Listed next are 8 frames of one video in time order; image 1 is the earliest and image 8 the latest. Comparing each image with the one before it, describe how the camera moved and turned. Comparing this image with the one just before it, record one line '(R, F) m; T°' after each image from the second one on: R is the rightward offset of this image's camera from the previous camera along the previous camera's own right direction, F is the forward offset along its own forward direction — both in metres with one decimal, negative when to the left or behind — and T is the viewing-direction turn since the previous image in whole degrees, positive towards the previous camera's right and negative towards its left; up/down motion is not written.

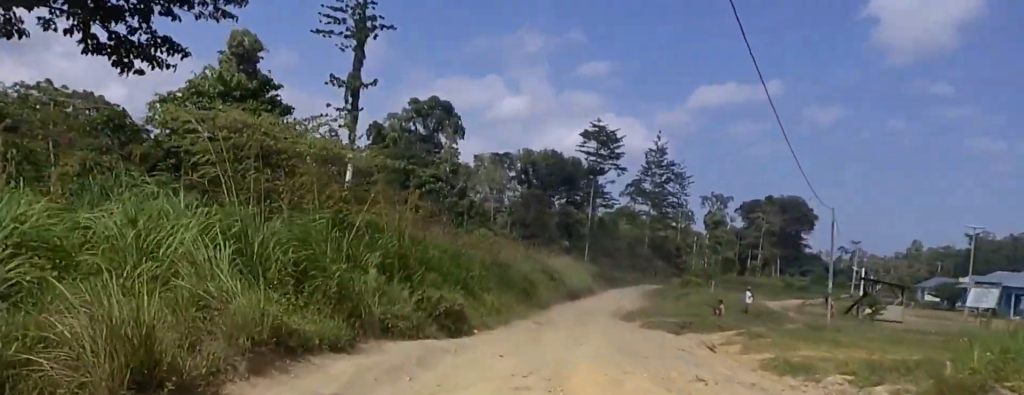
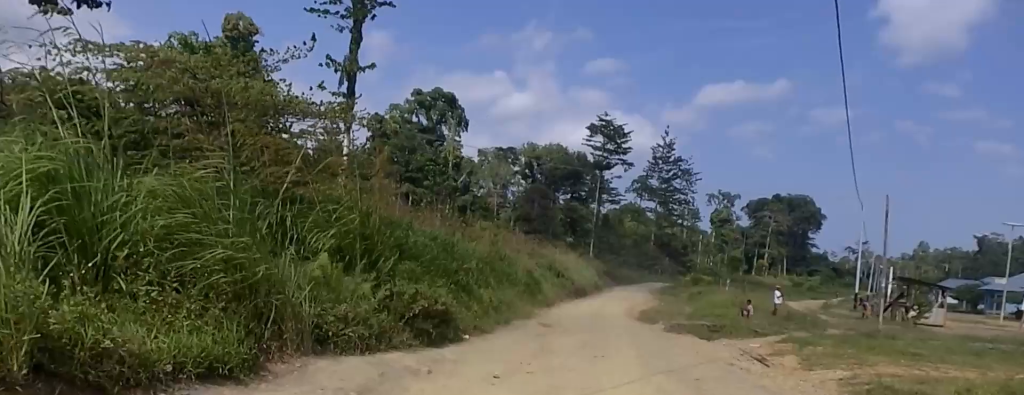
(0.0, +3.2) m; +1°
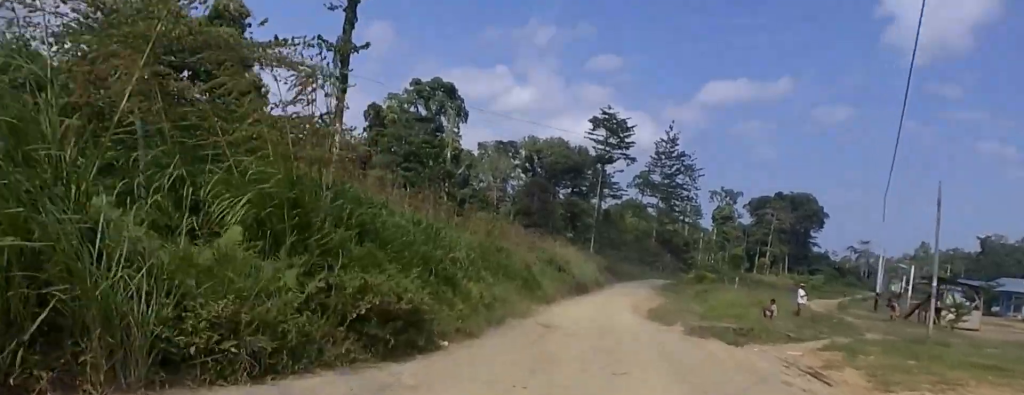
(0.0, +2.9) m; +3°
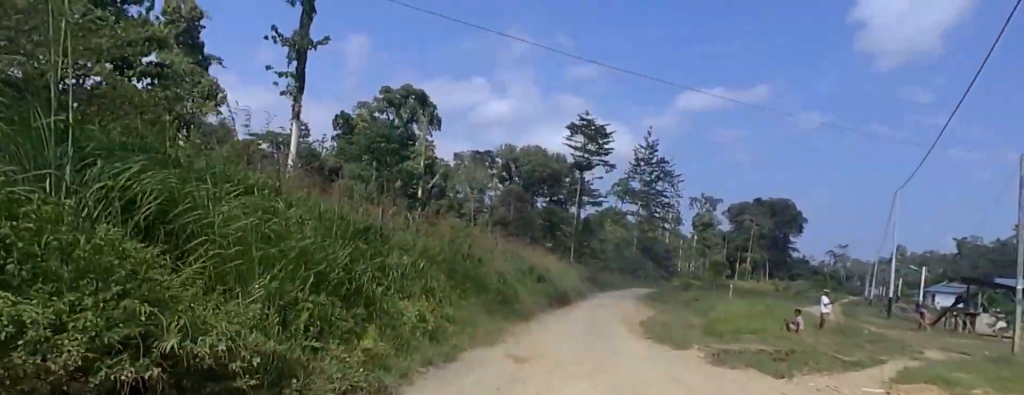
(+0.4, +5.2) m; +12°
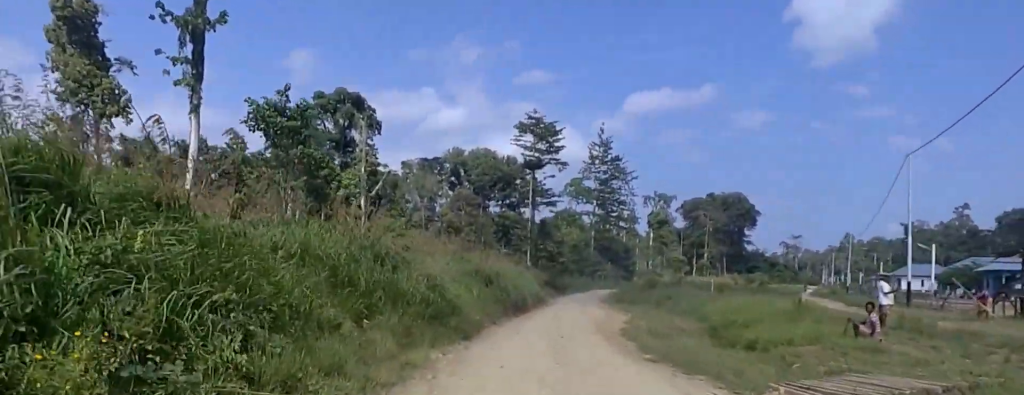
(+0.2, +8.5) m; -7°
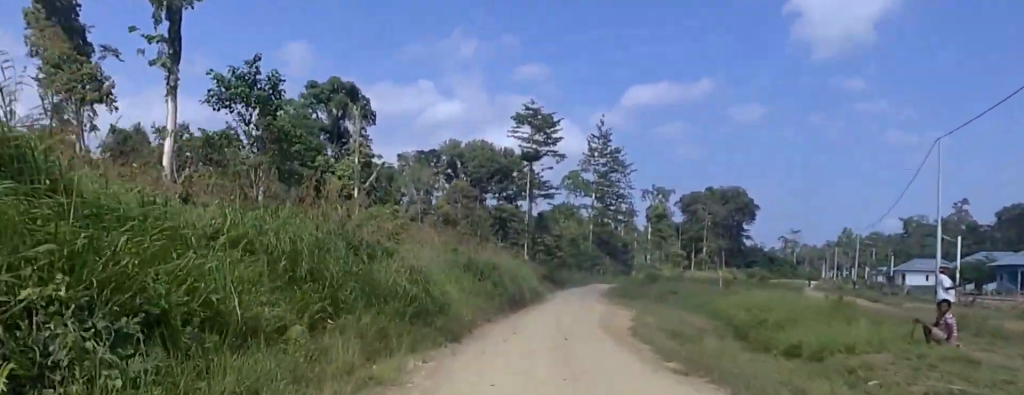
(-0.1, +2.5) m; -2°
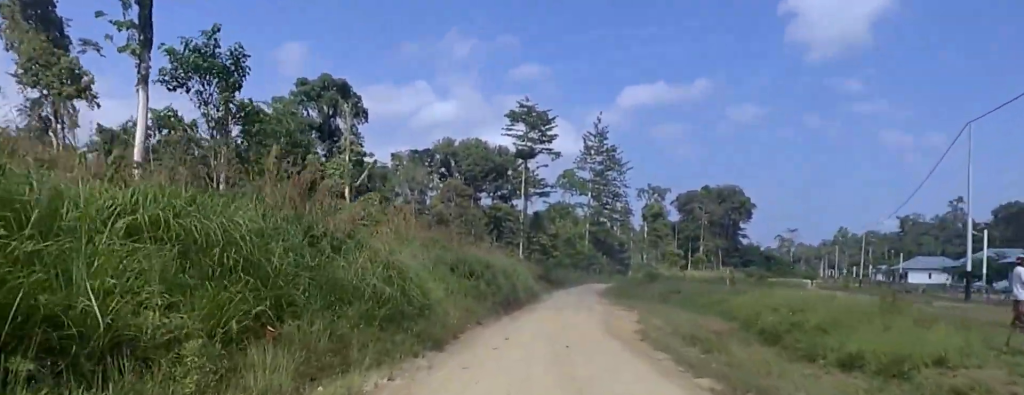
(0.0, +2.4) m; 0°
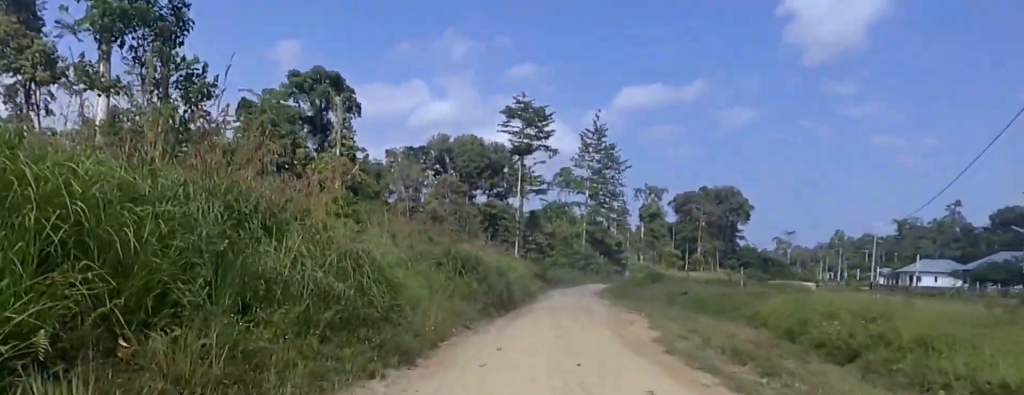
(0.0, +3.1) m; 0°
